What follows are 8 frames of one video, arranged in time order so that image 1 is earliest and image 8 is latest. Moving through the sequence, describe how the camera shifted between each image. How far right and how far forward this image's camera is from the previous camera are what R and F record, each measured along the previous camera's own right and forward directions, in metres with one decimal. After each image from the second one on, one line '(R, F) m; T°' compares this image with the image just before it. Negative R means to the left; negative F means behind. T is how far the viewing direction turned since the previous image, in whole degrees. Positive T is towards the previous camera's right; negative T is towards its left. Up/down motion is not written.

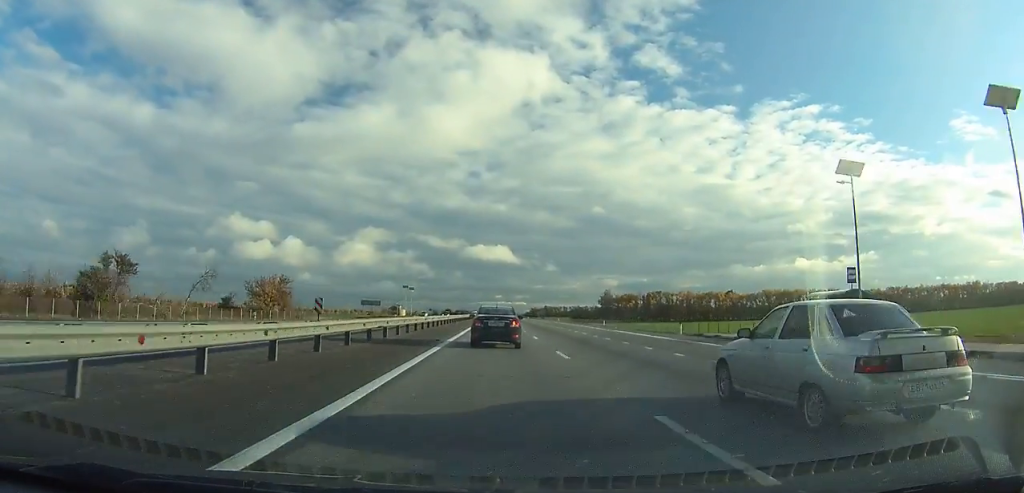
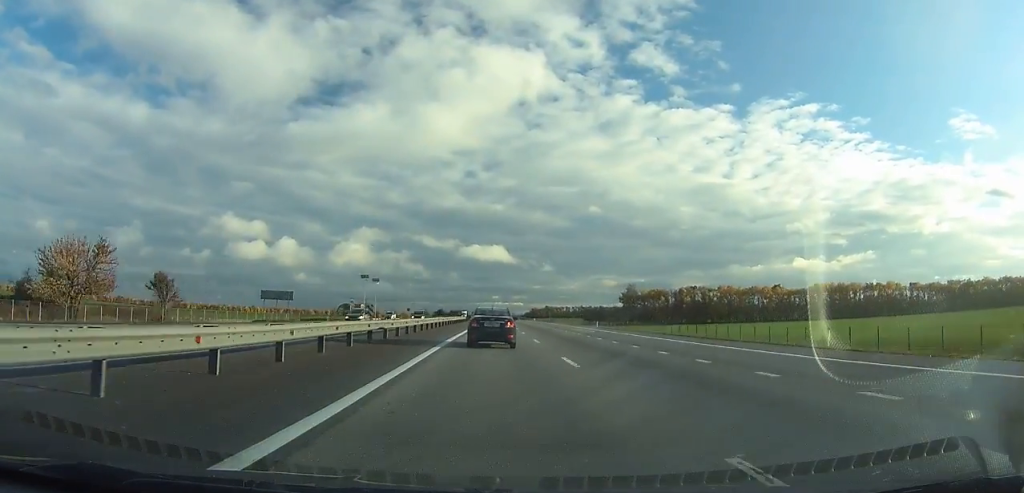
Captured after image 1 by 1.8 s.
(-0.1, +50.3) m; 0°
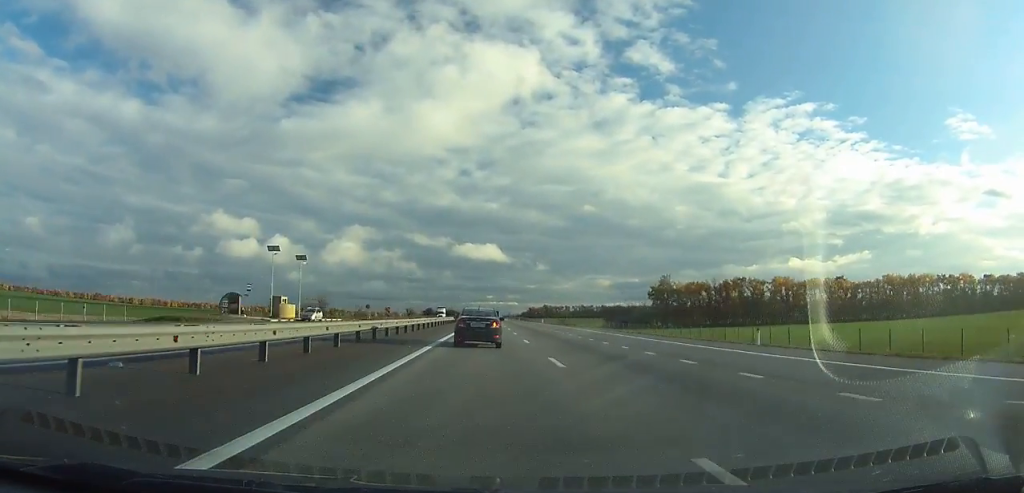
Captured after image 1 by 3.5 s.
(+0.2, +47.7) m; 0°
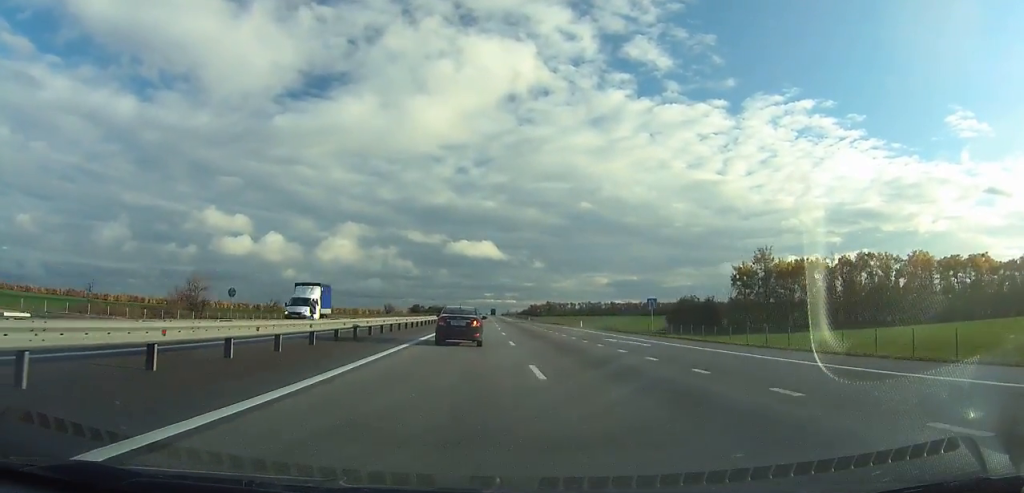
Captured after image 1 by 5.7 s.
(+0.2, +62.3) m; 0°
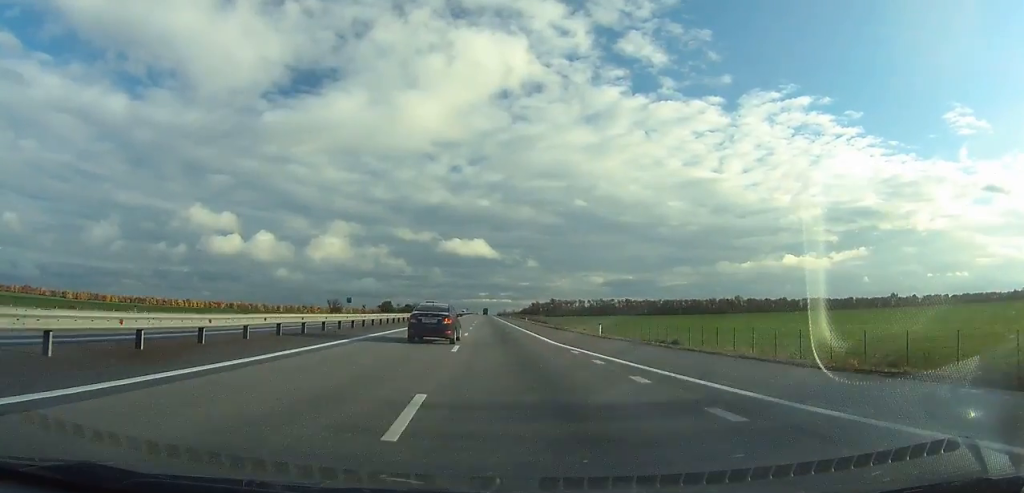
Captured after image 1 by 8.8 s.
(+0.4, +88.5) m; 0°
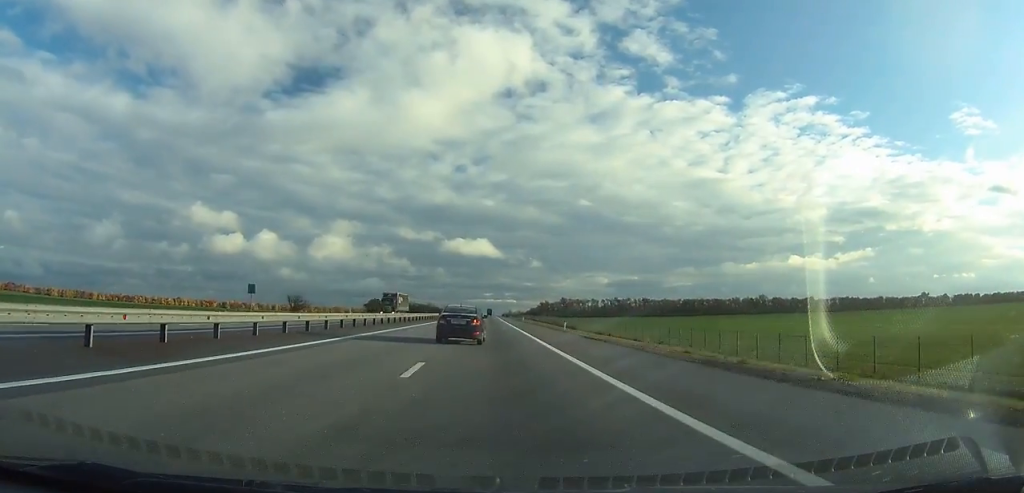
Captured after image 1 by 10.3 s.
(+0.2, +43.1) m; 0°
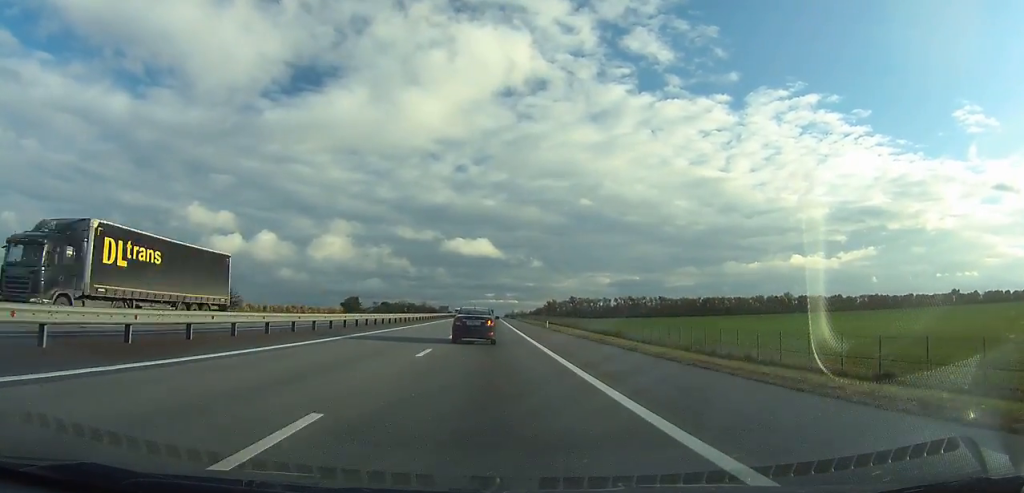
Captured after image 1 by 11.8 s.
(-0.1, +43.2) m; 0°
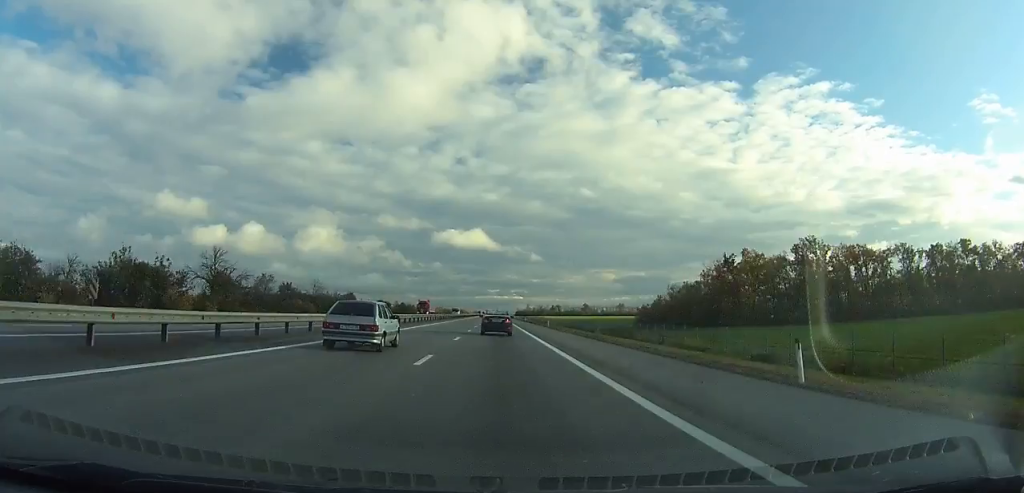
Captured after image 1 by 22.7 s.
(-2.9, +316.3) m; -1°
